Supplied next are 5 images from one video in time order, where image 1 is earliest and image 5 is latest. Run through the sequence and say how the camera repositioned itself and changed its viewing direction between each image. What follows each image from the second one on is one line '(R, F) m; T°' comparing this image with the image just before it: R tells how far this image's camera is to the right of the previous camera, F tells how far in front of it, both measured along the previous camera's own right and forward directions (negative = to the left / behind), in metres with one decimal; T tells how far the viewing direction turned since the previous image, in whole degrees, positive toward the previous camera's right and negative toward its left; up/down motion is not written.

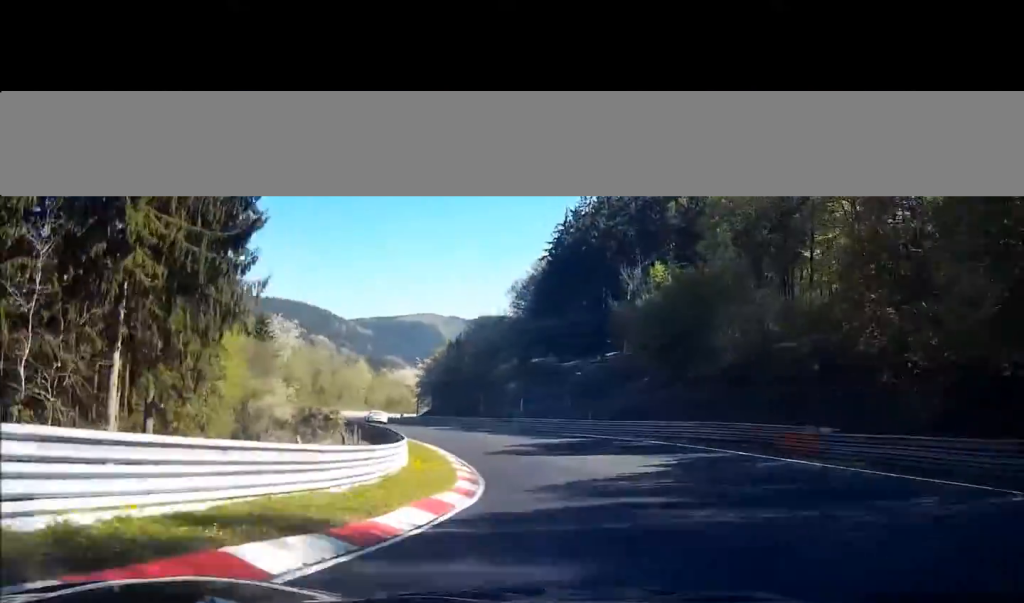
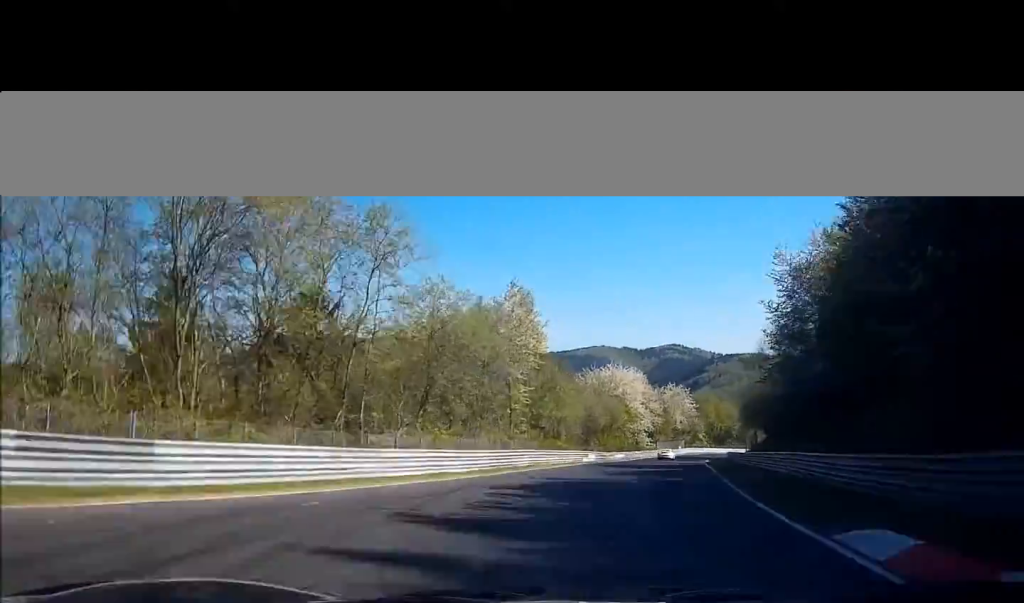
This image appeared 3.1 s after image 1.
(-19.0, +103.6) m; -10°
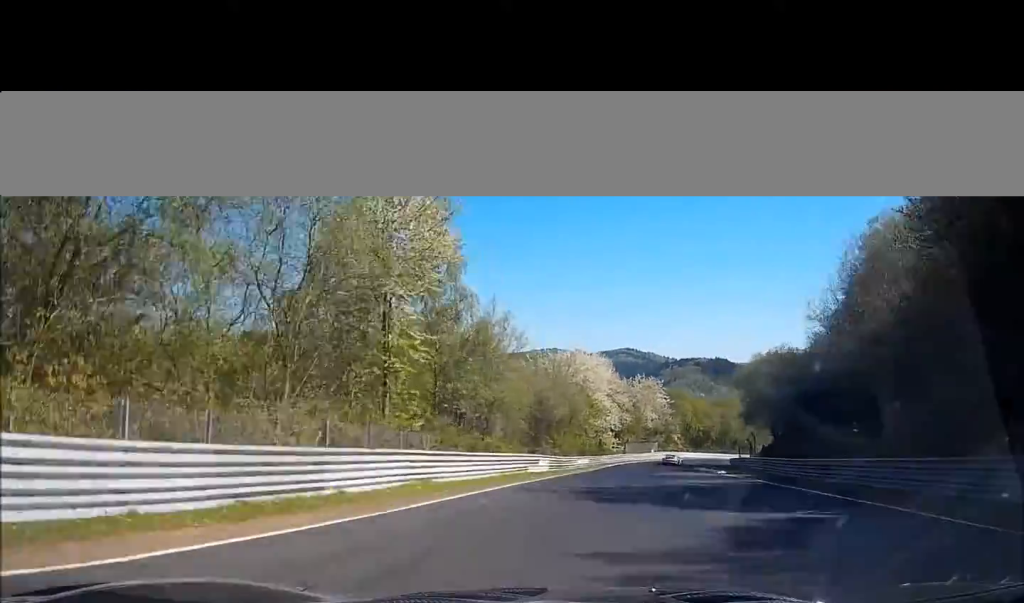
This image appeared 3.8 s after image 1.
(+1.3, +24.7) m; +4°
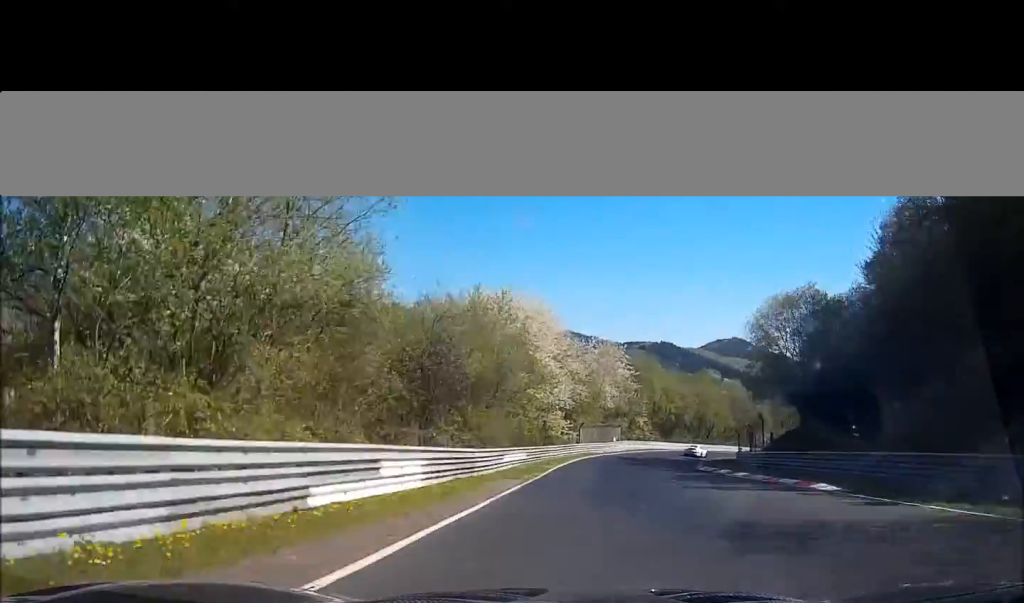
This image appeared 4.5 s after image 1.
(+0.9, +25.6) m; +5°
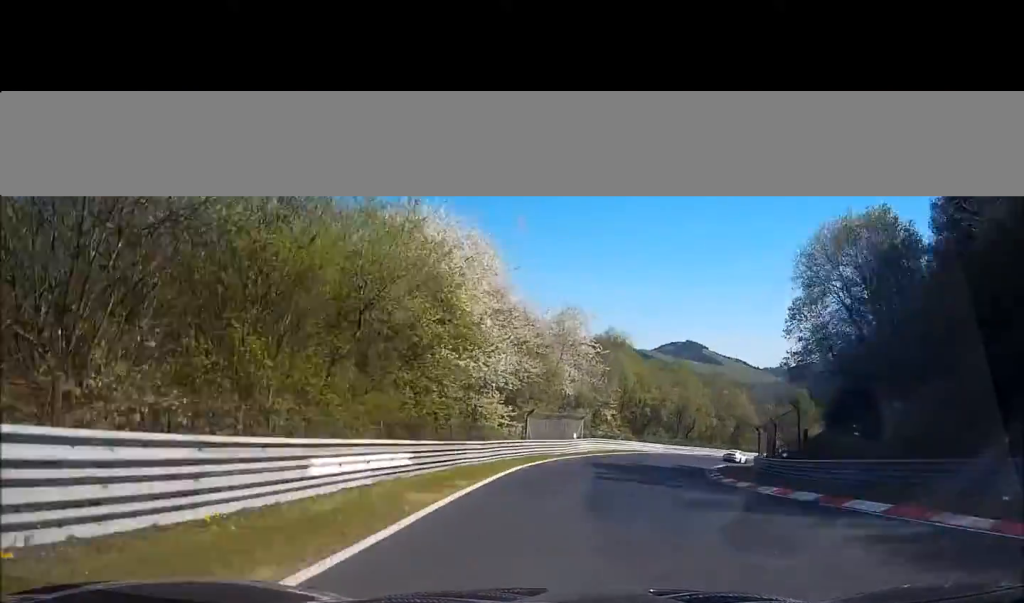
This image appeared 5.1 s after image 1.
(+0.2, +21.3) m; +5°
